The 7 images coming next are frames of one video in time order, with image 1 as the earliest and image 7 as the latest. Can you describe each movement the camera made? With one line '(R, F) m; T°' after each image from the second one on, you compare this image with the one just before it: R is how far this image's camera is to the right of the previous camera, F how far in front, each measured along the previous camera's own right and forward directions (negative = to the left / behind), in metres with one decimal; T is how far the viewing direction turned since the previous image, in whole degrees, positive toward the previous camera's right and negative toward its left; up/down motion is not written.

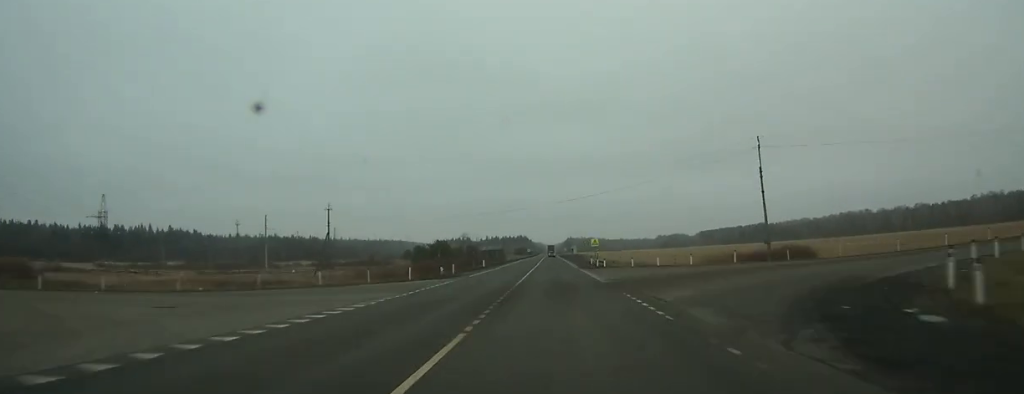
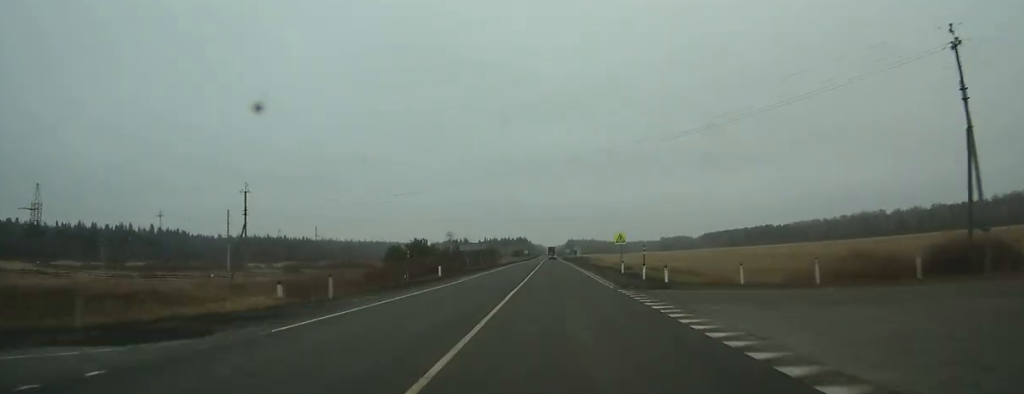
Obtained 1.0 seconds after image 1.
(0.0, +27.2) m; 0°
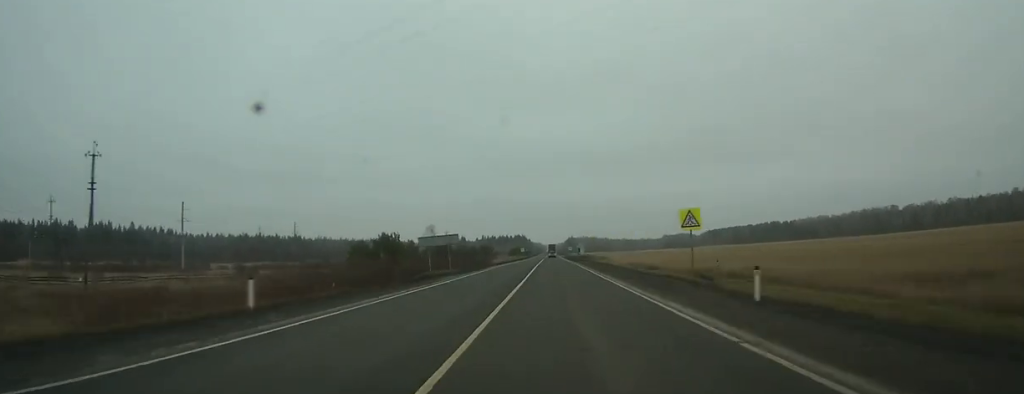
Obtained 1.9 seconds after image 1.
(0.0, +25.5) m; 0°
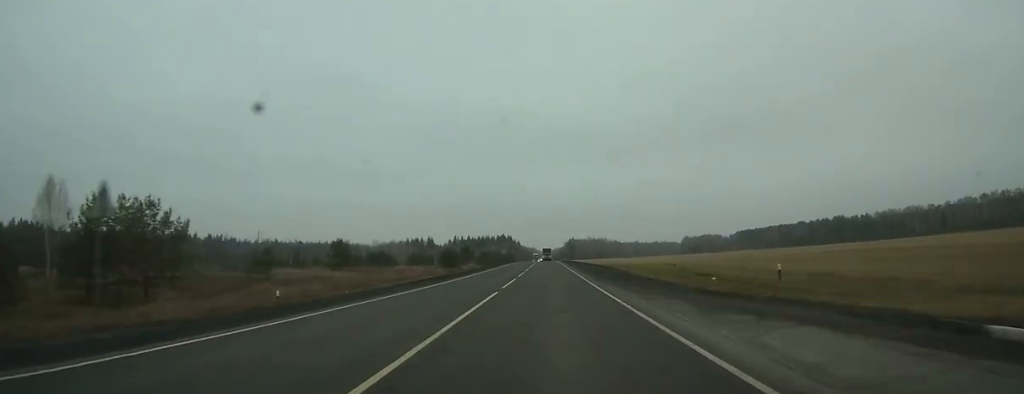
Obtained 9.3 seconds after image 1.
(+2.2, +196.5) m; +1°
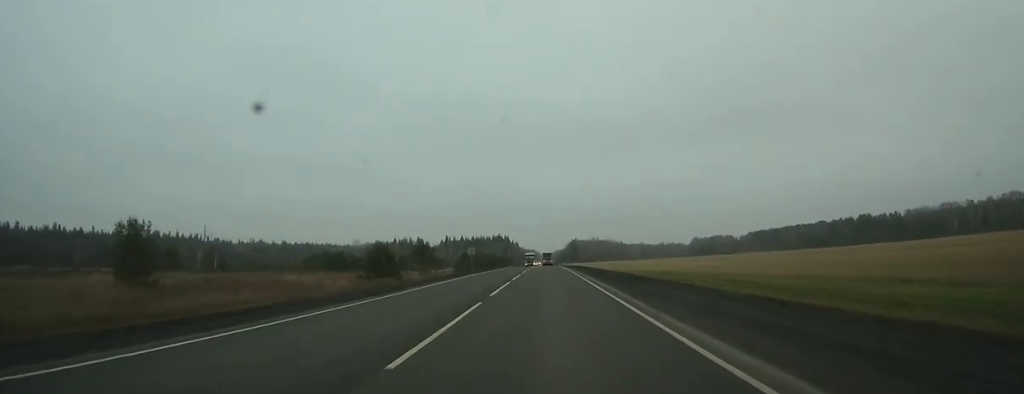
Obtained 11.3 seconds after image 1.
(-0.1, +45.8) m; 0°
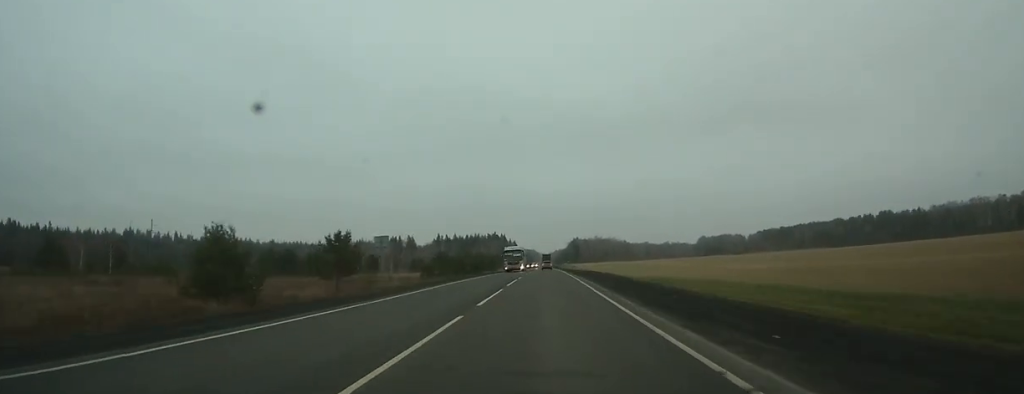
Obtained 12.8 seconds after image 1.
(-0.1, +31.0) m; 0°
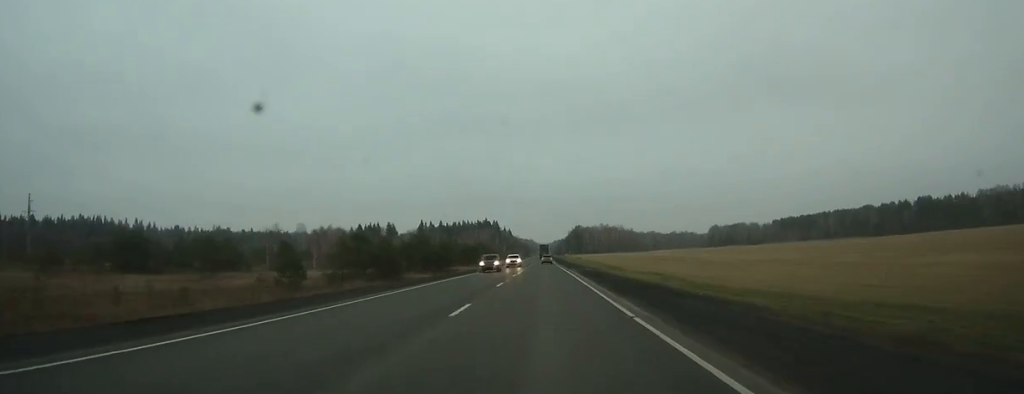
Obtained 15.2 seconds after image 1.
(0.0, +51.2) m; 0°
